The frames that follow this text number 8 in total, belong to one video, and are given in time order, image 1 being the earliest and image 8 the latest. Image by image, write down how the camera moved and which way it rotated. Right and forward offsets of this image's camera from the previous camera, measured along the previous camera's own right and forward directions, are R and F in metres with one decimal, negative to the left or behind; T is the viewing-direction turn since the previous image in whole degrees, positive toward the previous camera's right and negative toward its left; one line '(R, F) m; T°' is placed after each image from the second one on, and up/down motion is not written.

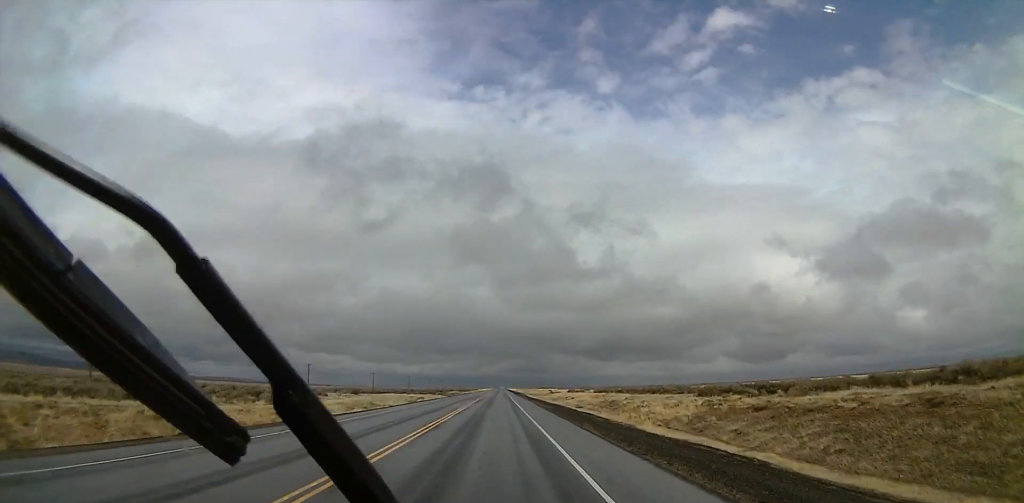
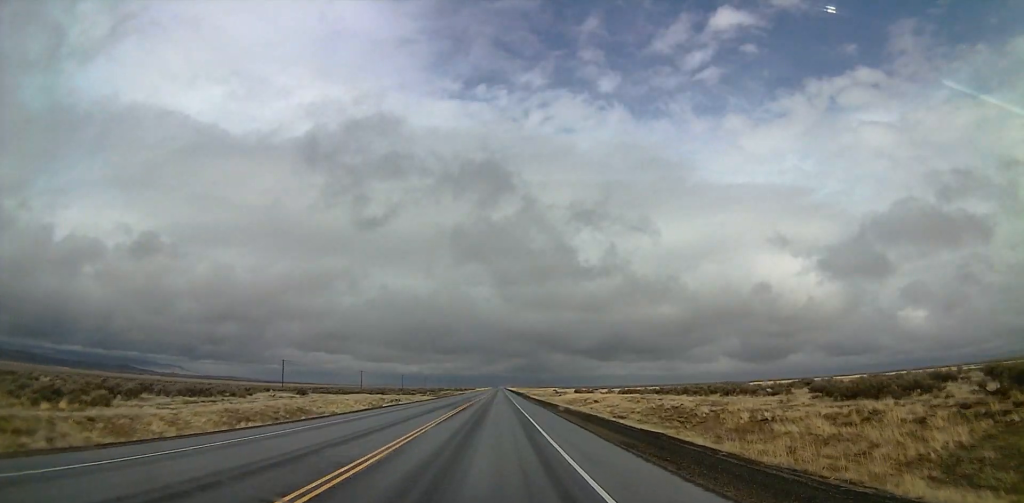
(0.0, +29.1) m; 0°
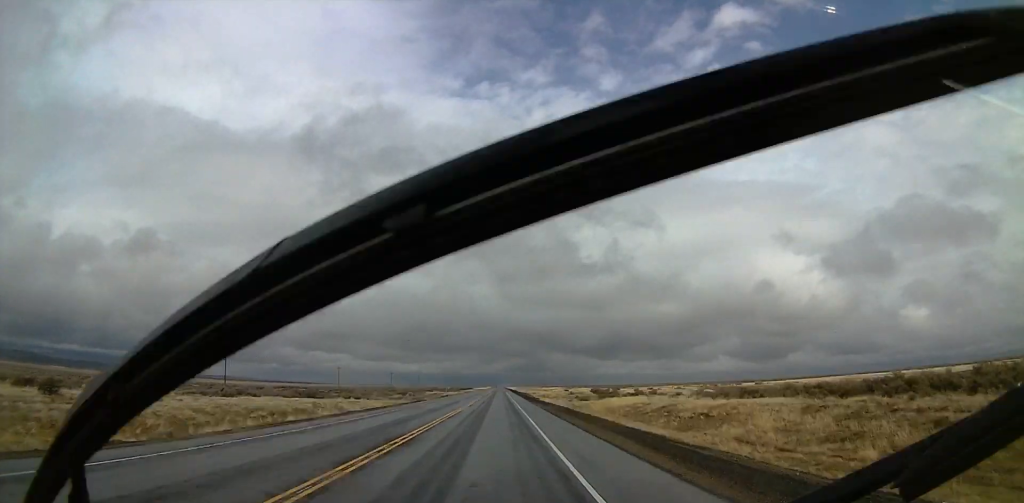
(0.0, +46.4) m; 0°
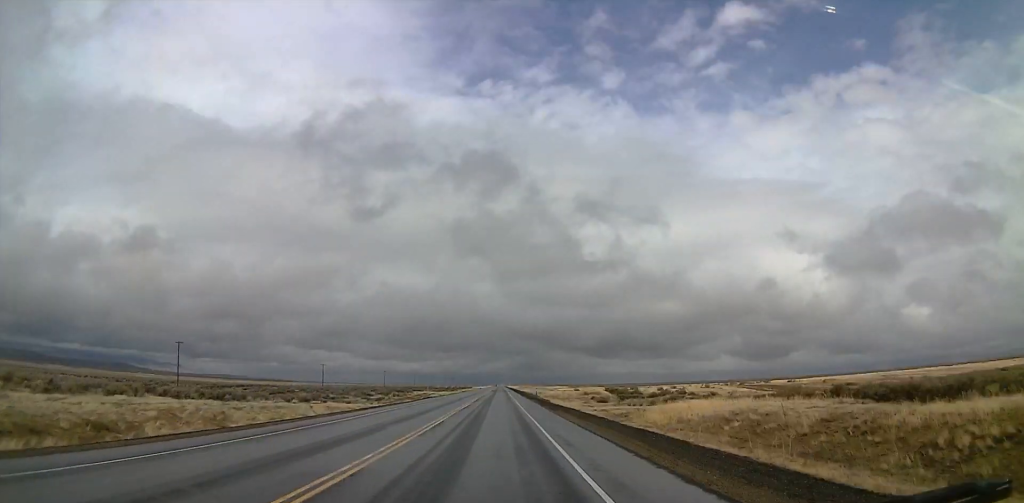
(0.0, +26.0) m; 0°
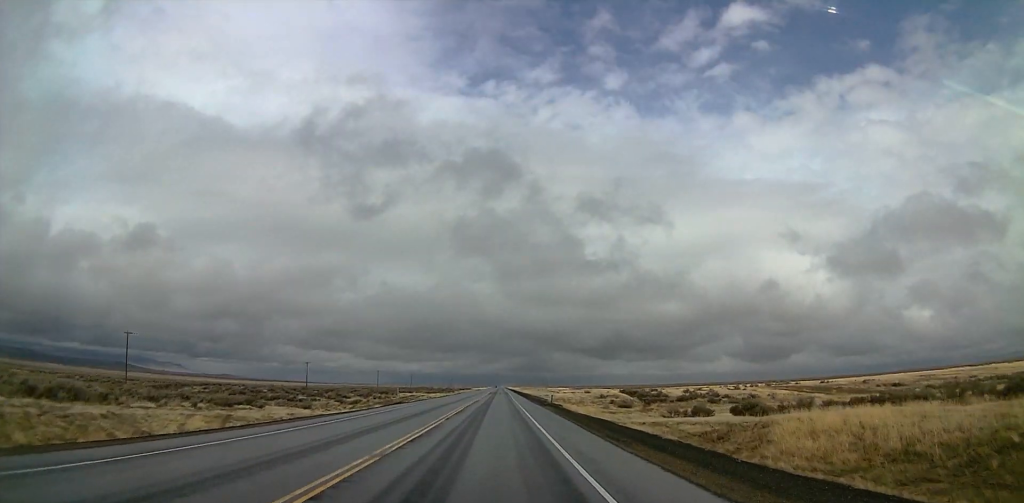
(0.0, +20.2) m; 0°
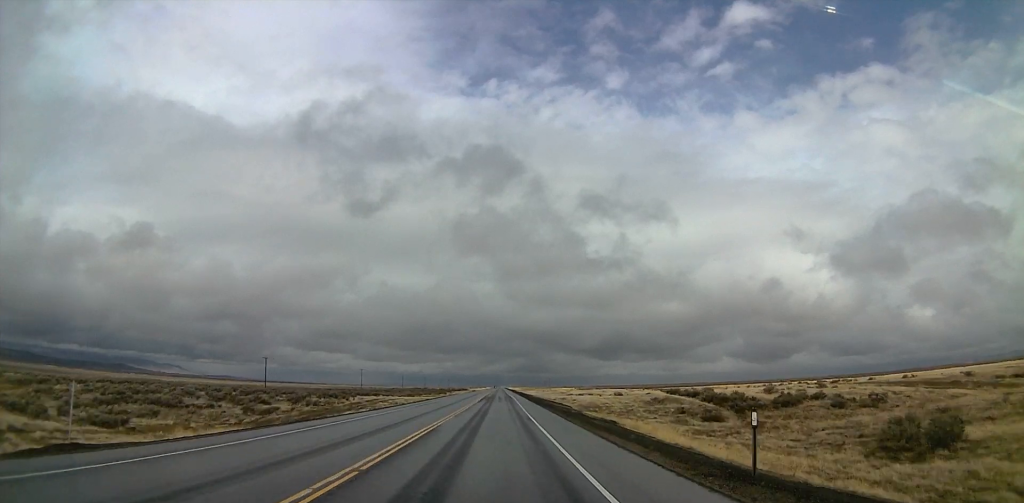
(0.0, +39.7) m; 0°
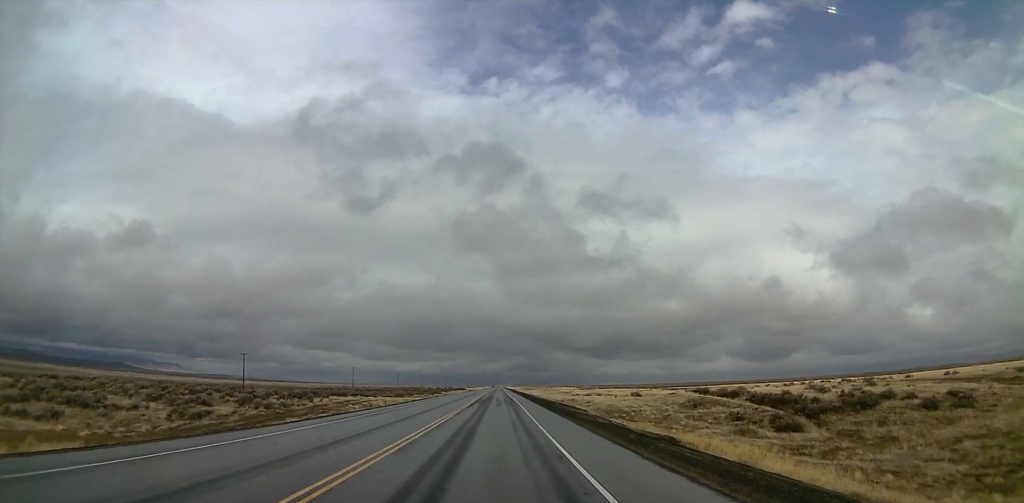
(0.0, +15.3) m; 0°
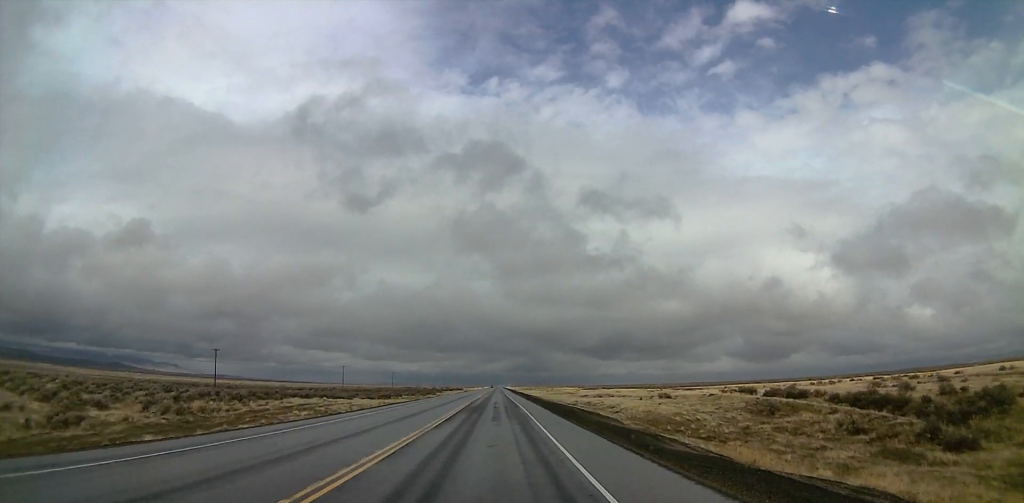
(0.0, +16.9) m; 0°
